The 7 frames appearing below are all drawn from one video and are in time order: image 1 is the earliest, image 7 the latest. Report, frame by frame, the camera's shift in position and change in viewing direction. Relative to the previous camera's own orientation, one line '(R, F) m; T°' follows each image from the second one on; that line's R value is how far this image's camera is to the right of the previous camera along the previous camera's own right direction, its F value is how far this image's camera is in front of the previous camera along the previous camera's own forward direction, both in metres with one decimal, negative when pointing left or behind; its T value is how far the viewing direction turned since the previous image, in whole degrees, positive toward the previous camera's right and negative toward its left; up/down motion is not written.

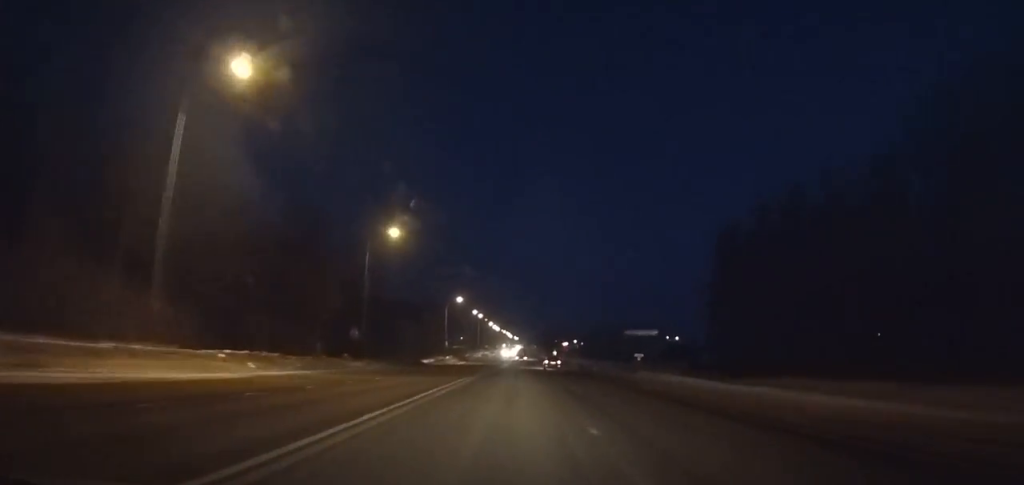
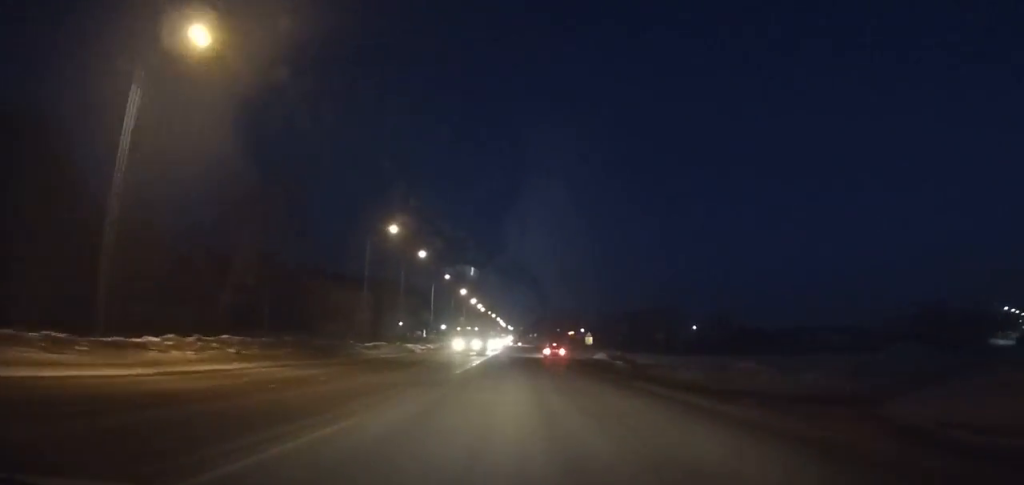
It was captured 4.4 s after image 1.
(+0.2, +92.0) m; 0°
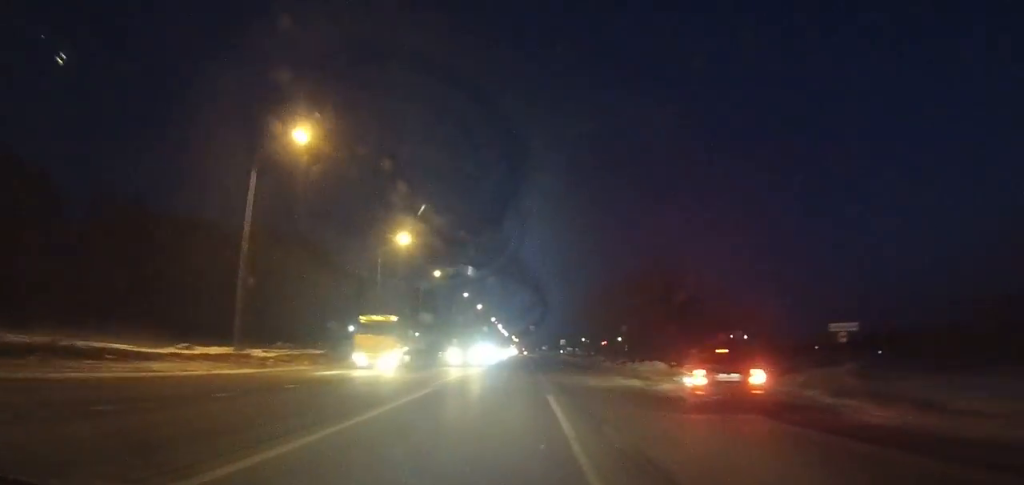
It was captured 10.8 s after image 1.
(+0.1, +126.8) m; 0°
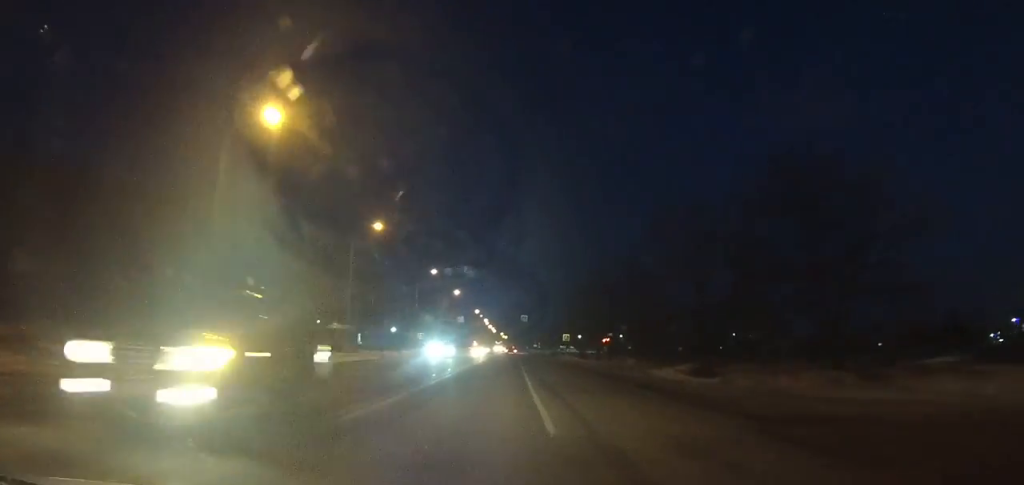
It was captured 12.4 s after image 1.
(0.0, +29.8) m; 0°
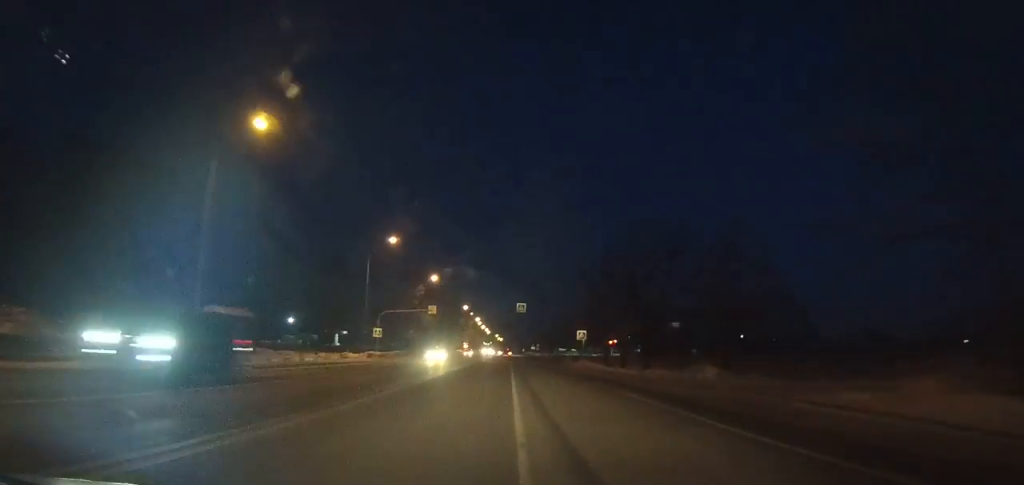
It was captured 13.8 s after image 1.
(+0.1, +24.3) m; 0°
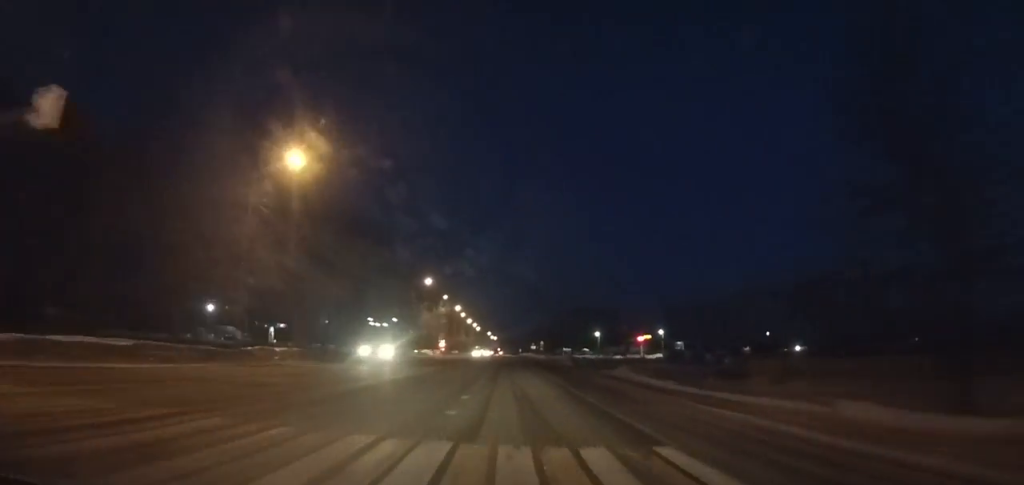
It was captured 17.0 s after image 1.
(0.0, +53.1) m; 0°
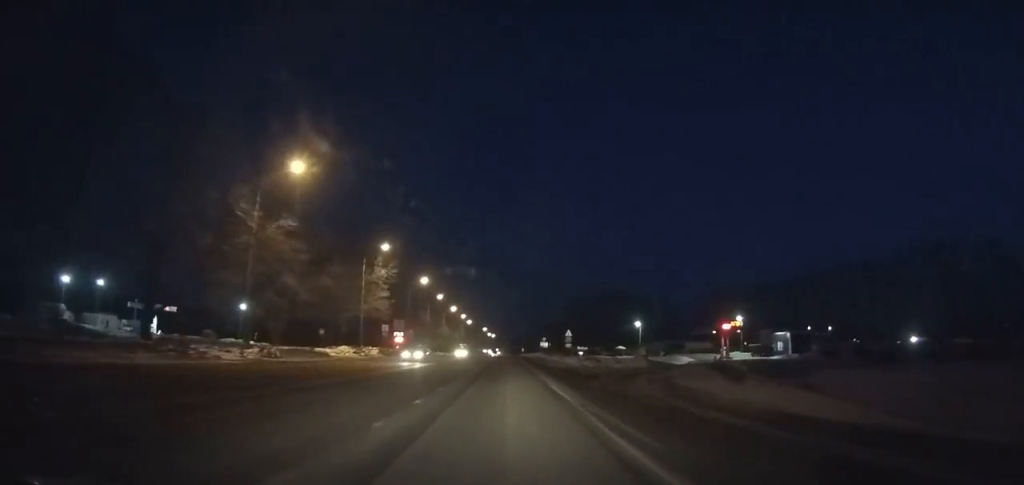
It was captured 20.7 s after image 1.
(-0.2, +56.1) m; -1°
